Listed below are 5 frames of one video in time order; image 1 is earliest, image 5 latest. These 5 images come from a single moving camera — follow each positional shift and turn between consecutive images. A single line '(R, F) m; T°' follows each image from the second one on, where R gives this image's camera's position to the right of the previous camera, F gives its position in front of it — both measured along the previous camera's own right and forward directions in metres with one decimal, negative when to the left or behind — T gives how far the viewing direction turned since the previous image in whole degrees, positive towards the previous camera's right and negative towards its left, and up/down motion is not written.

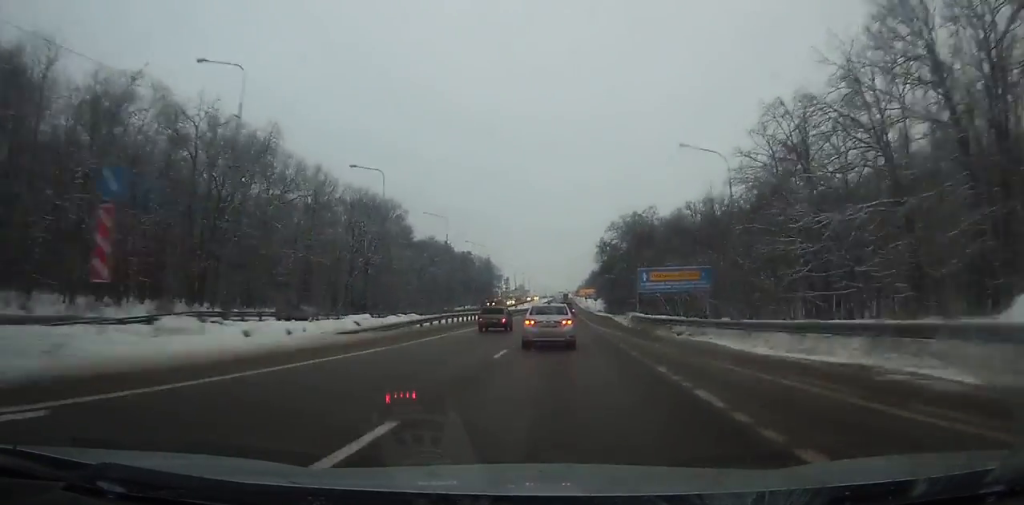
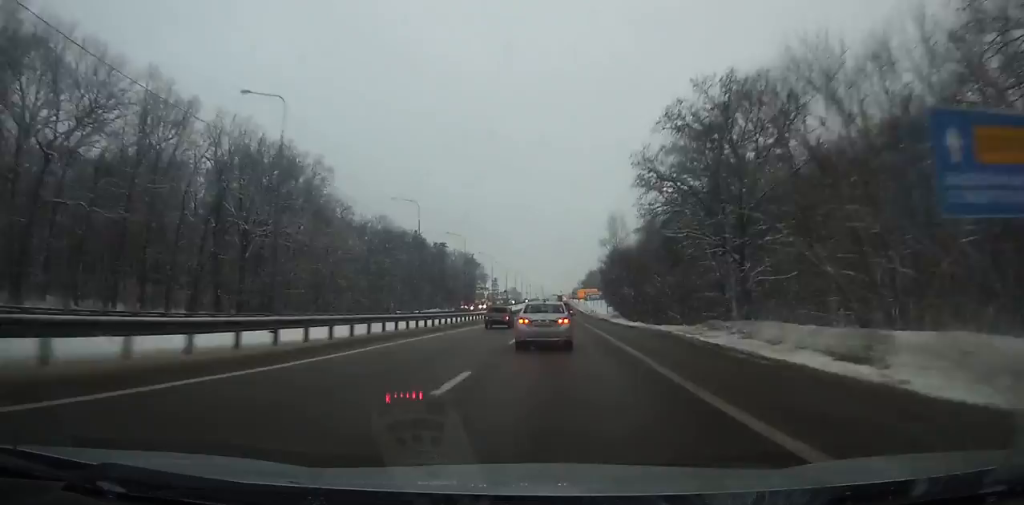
(0.0, +41.9) m; 0°
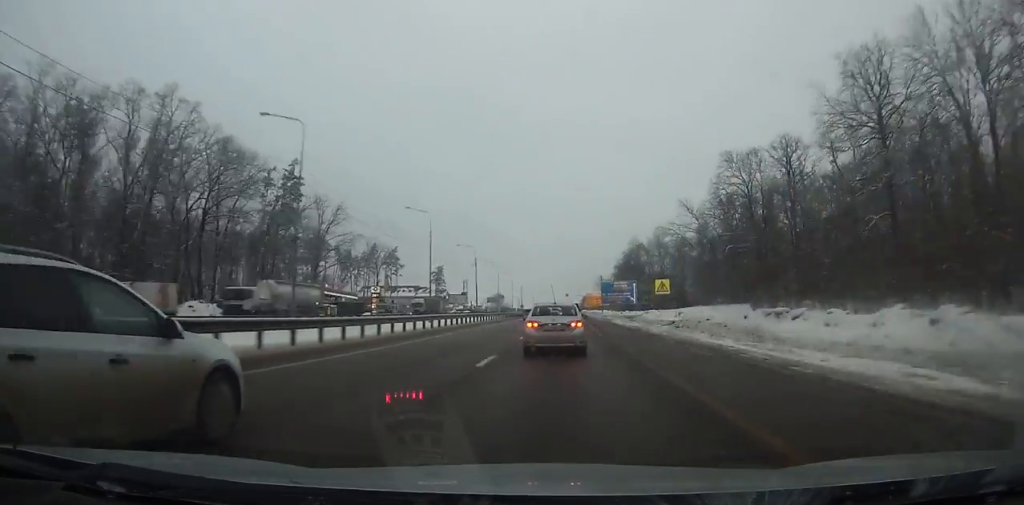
(+1.5, +197.2) m; 0°
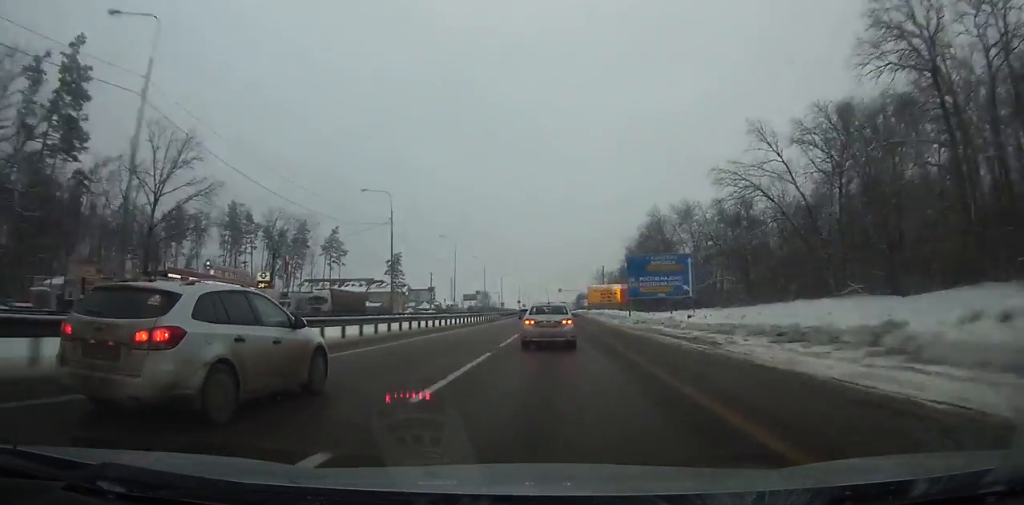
(0.0, +47.9) m; 0°
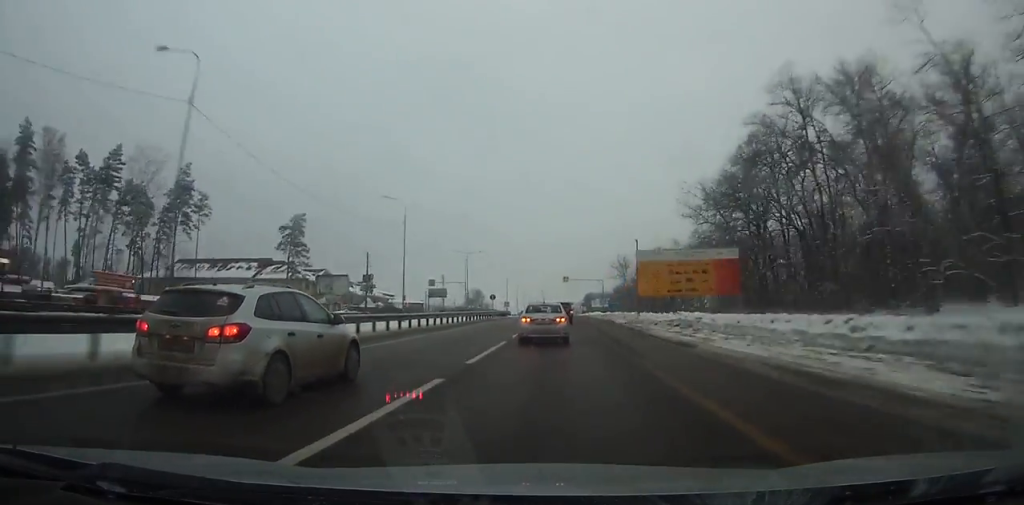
(-0.1, +64.9) m; 0°
